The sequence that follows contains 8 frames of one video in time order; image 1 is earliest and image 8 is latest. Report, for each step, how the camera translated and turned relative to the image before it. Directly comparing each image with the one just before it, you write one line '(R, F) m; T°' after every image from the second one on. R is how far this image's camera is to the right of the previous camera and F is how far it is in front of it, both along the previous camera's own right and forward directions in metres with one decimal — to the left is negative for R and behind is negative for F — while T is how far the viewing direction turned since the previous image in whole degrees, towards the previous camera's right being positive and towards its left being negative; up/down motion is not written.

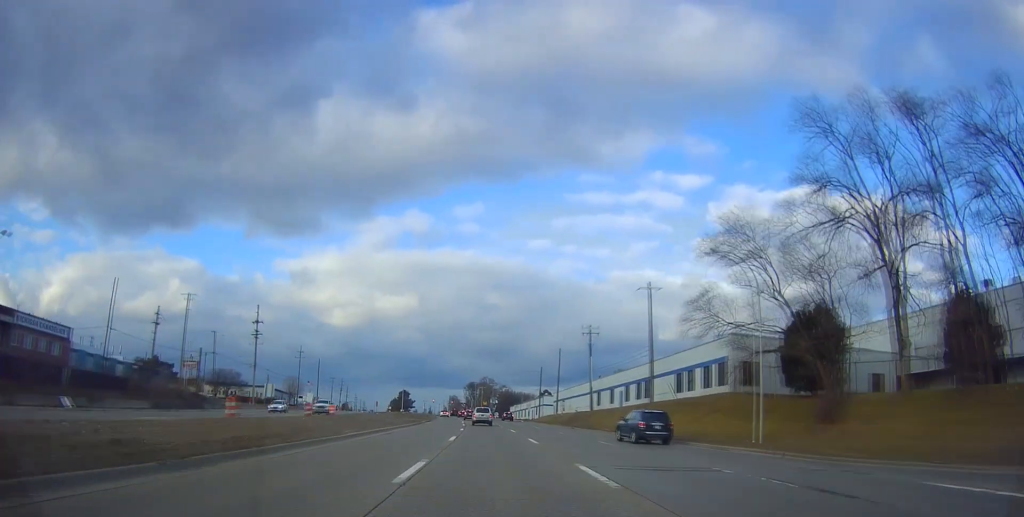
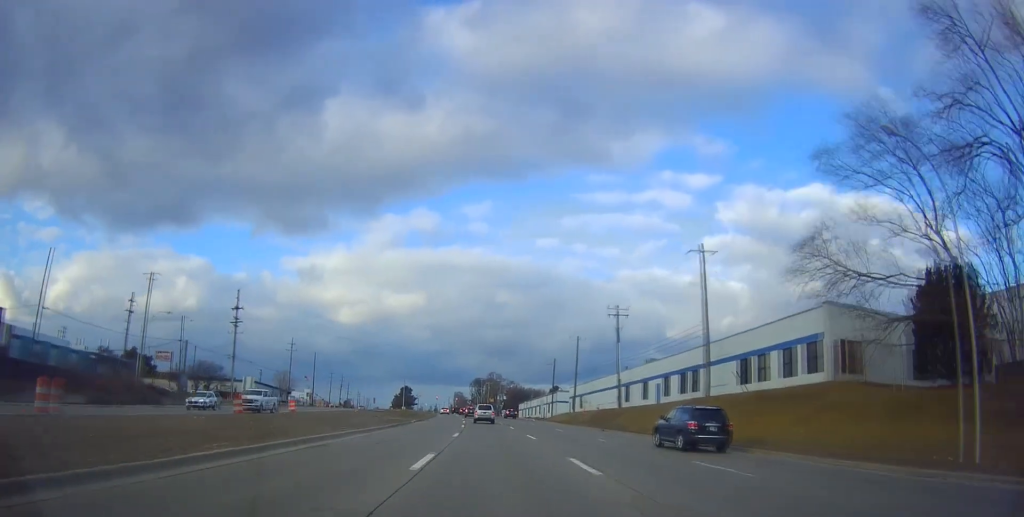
(-0.5, +13.8) m; -1°
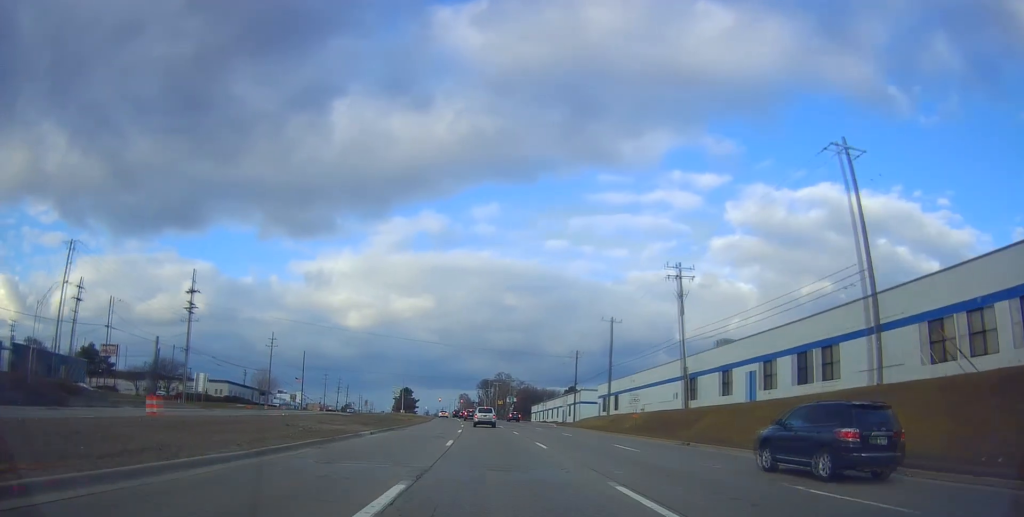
(+0.1, +20.9) m; -2°
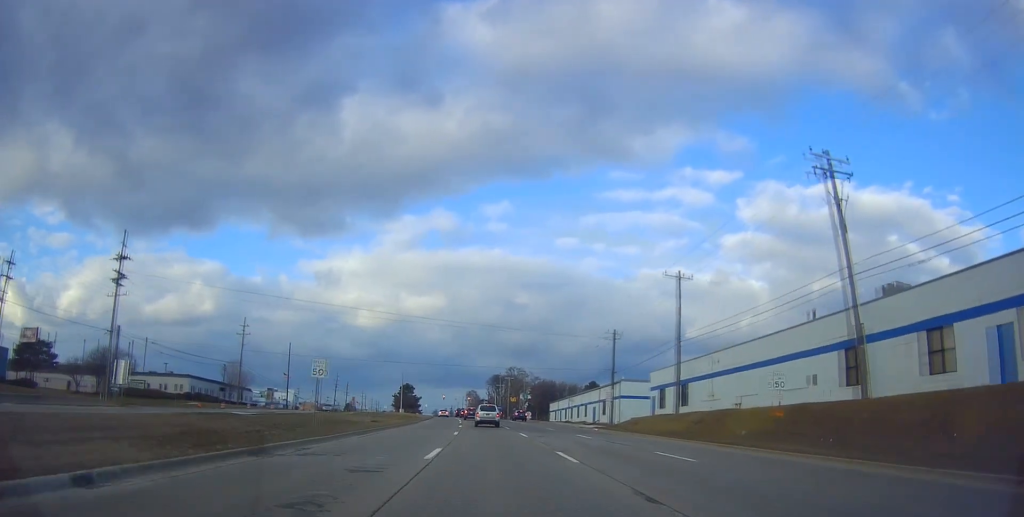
(-0.7, +22.8) m; -1°
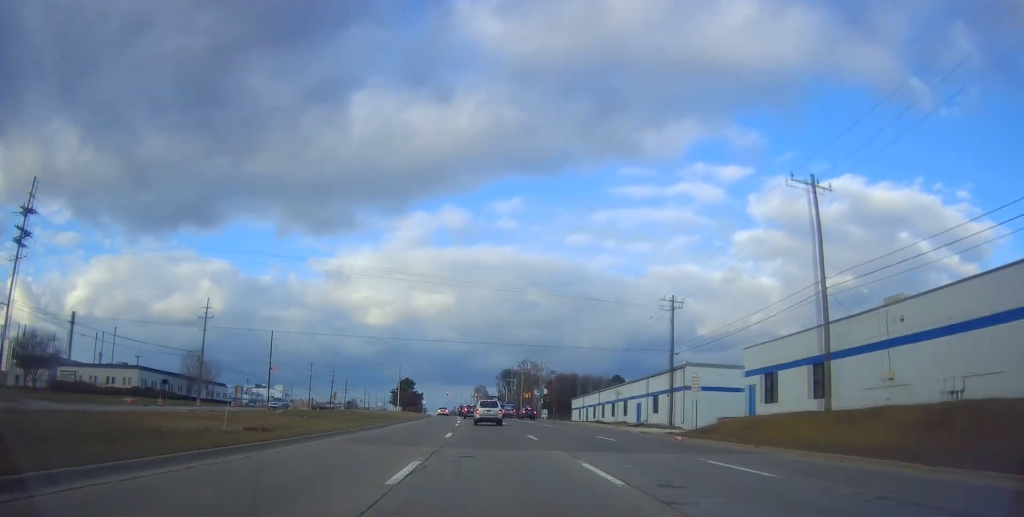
(+0.6, +22.2) m; 0°
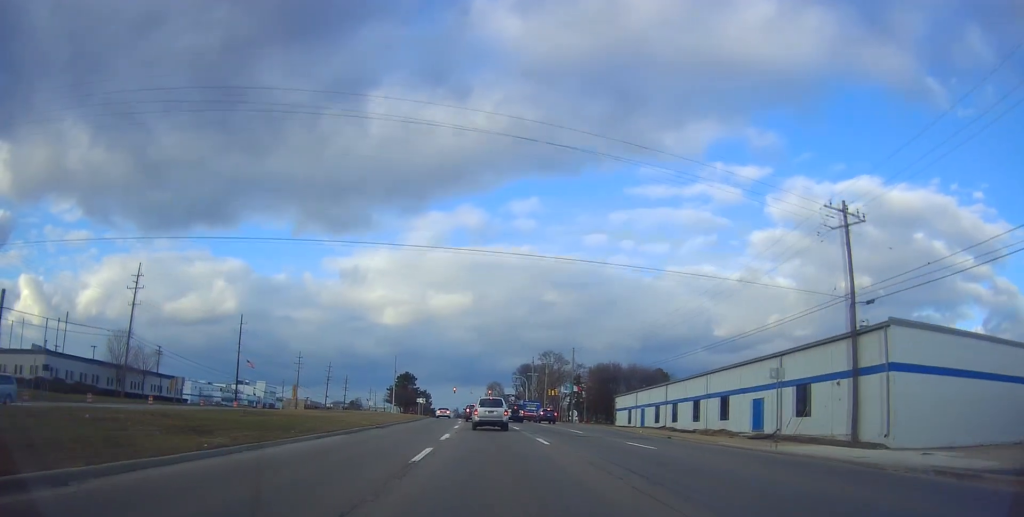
(-1.4, +29.4) m; -4°
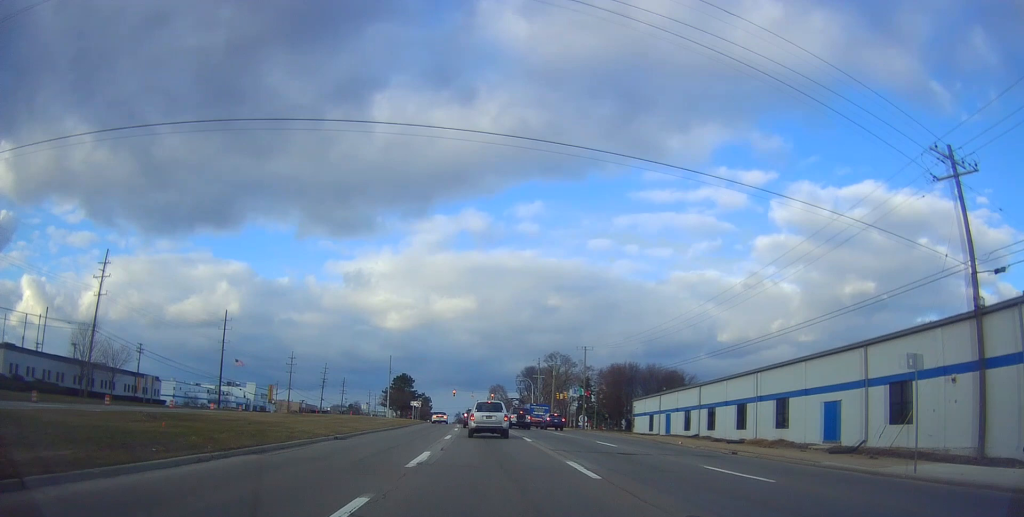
(-0.2, +10.1) m; +1°
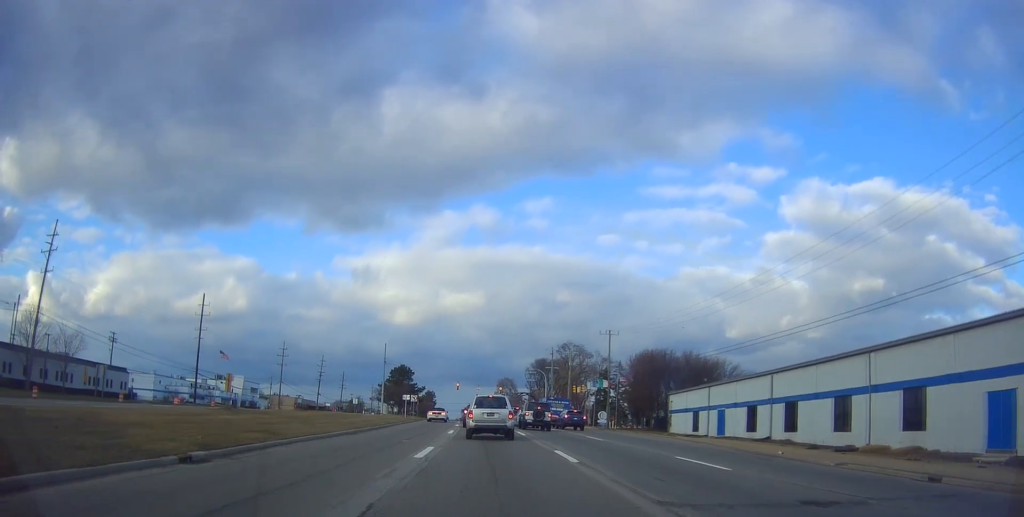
(+0.6, +13.8) m; -2°
